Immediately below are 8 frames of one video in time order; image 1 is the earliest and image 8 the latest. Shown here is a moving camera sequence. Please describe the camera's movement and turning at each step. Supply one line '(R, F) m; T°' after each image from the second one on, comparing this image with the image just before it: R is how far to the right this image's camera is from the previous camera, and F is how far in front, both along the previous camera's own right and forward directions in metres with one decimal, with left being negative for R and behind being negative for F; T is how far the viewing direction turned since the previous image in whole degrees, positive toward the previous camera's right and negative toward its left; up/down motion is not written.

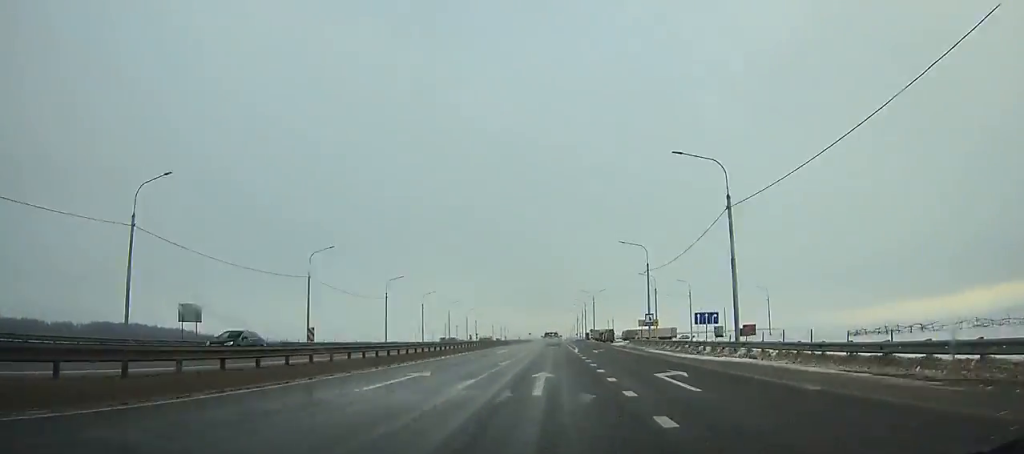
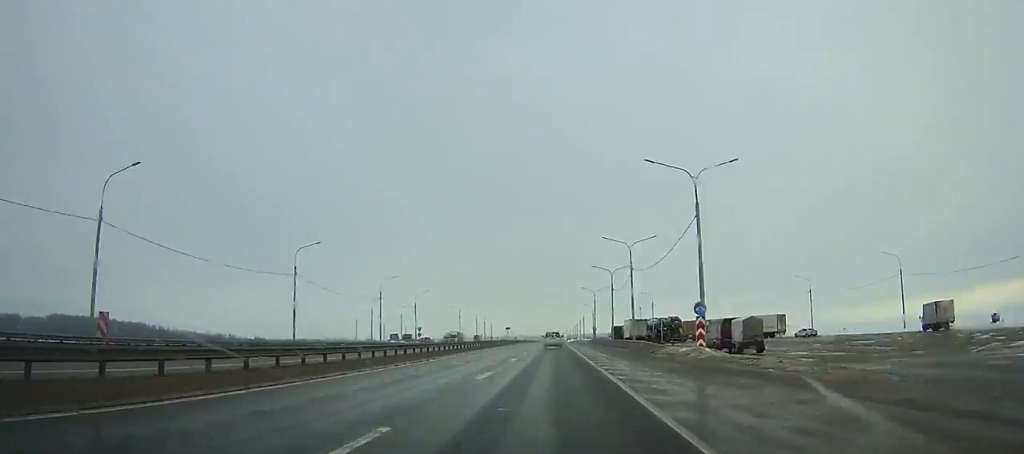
(+0.1, +92.3) m; 0°
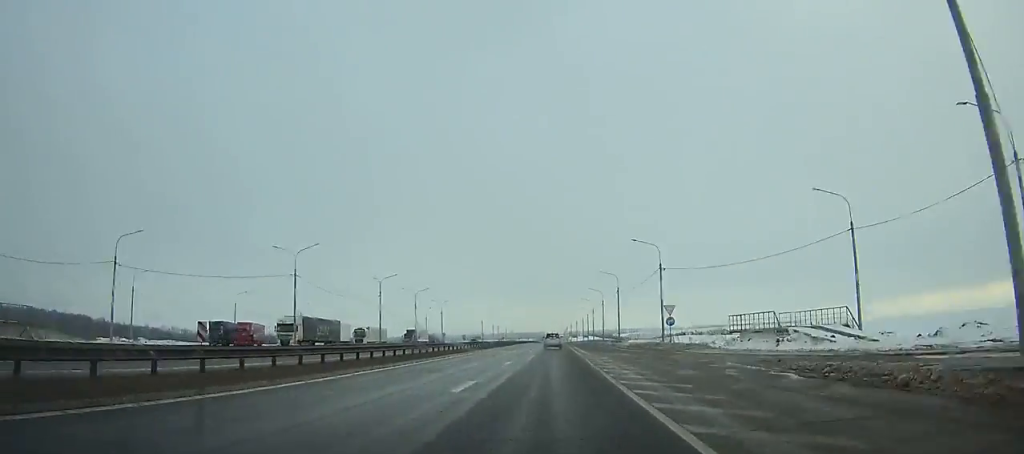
(-0.1, +111.7) m; 0°
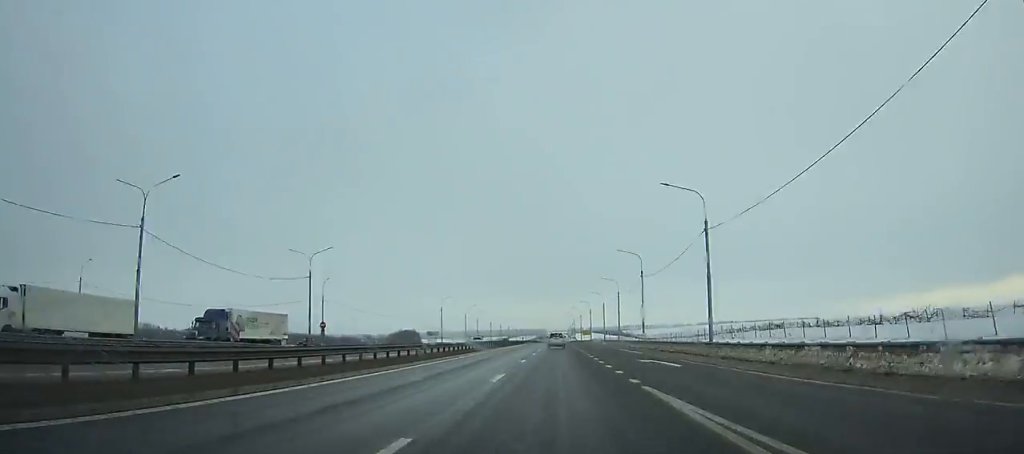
(-0.5, +79.9) m; 0°
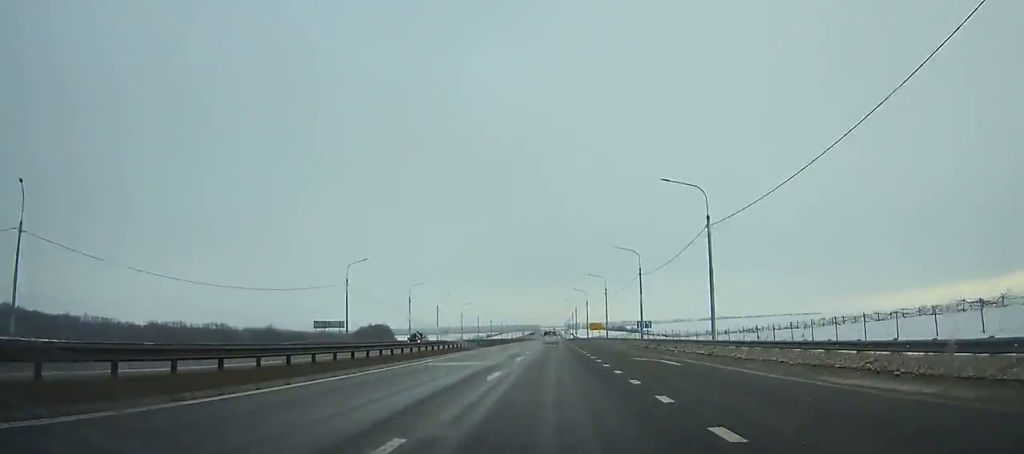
(+0.6, +59.8) m; 0°
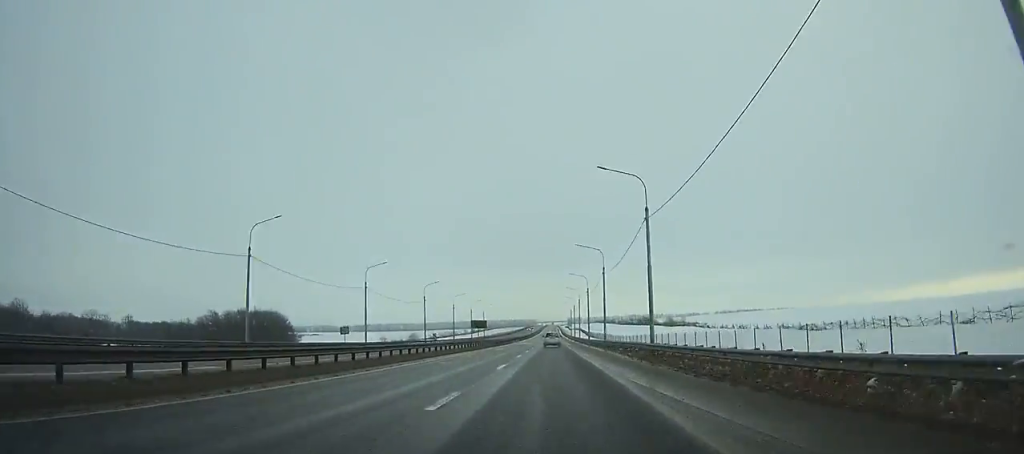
(+0.2, +151.6) m; 0°
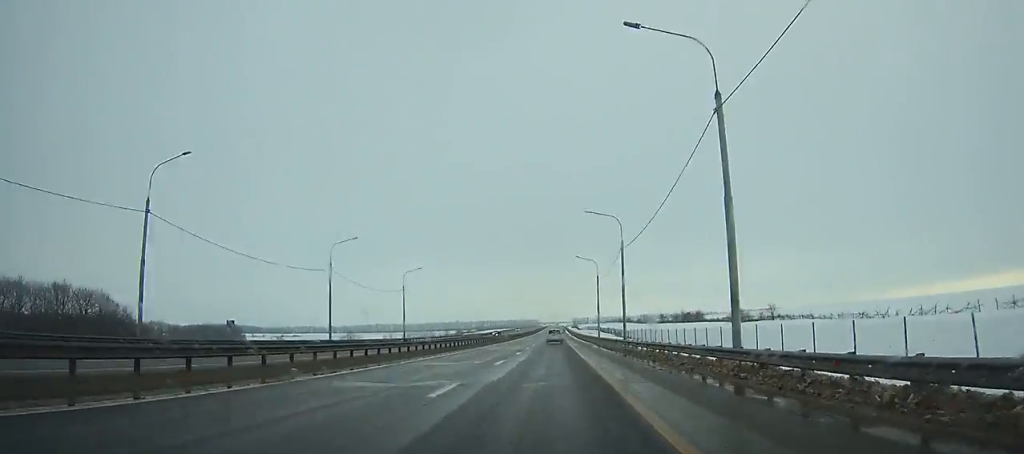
(-0.2, +106.8) m; 0°
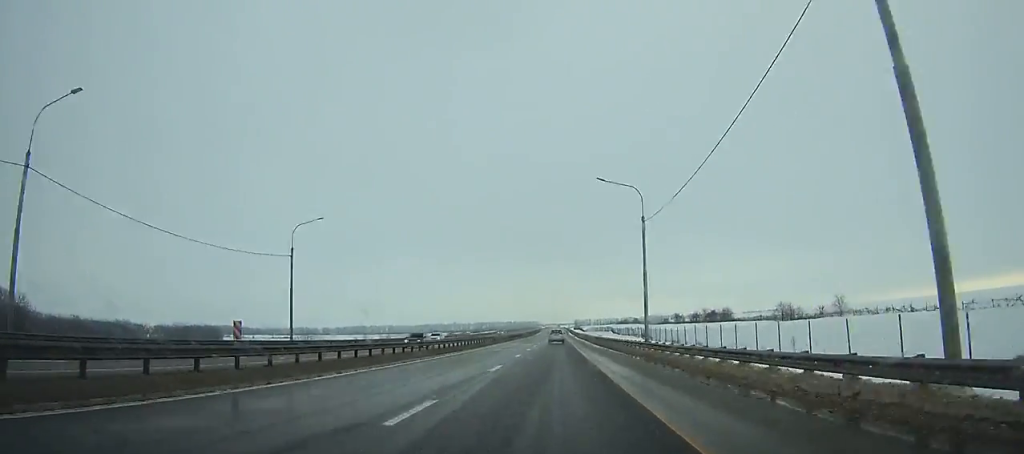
(0.0, +40.9) m; 0°
